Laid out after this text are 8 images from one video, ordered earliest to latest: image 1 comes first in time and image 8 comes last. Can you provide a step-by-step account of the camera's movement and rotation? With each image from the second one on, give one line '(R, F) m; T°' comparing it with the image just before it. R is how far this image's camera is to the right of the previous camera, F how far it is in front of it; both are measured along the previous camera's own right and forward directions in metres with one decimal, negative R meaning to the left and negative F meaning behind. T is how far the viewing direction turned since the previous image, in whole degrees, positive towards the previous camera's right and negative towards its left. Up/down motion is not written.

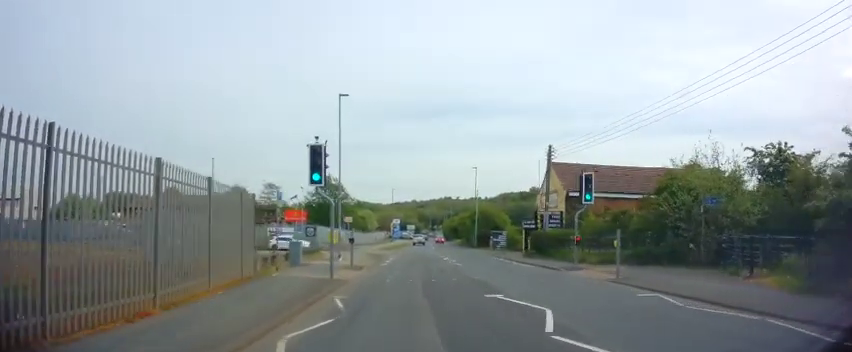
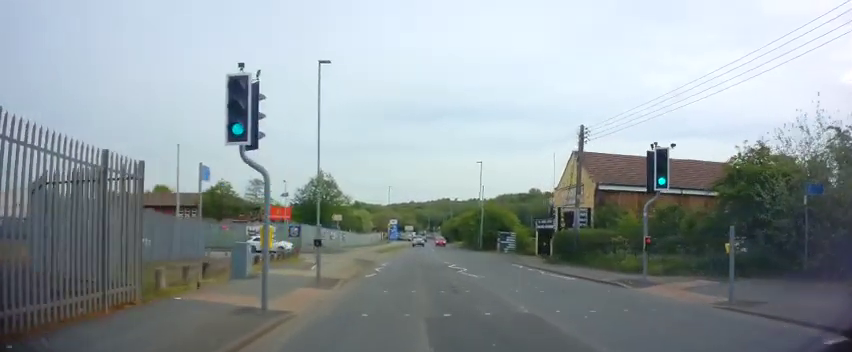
(-0.1, +6.2) m; 0°
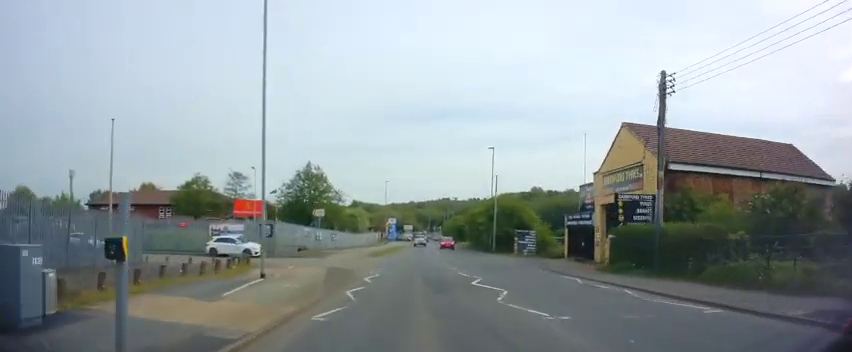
(0.0, +8.7) m; +1°
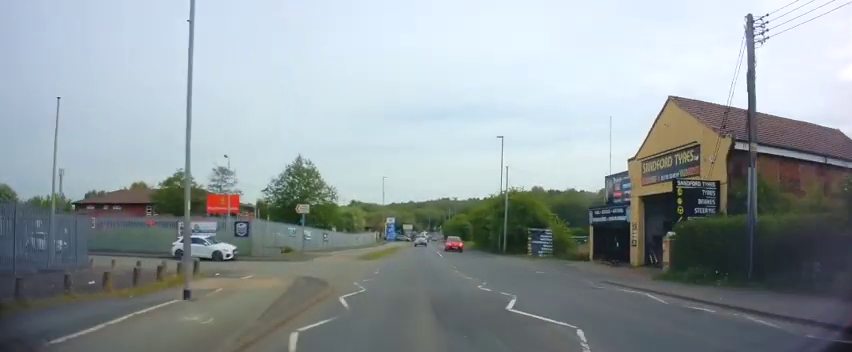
(+0.2, +5.2) m; 0°
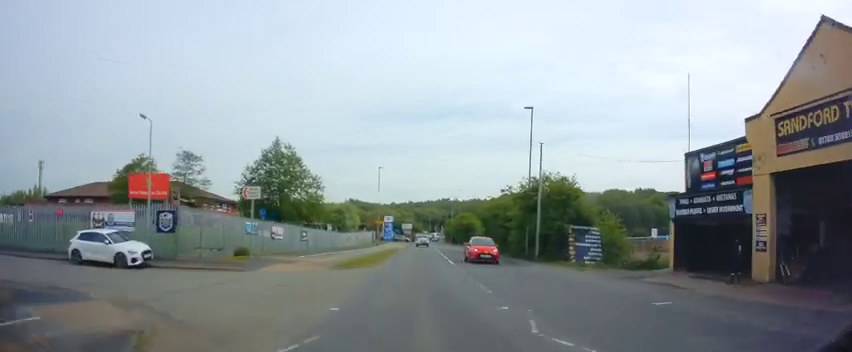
(-0.1, +10.1) m; 0°
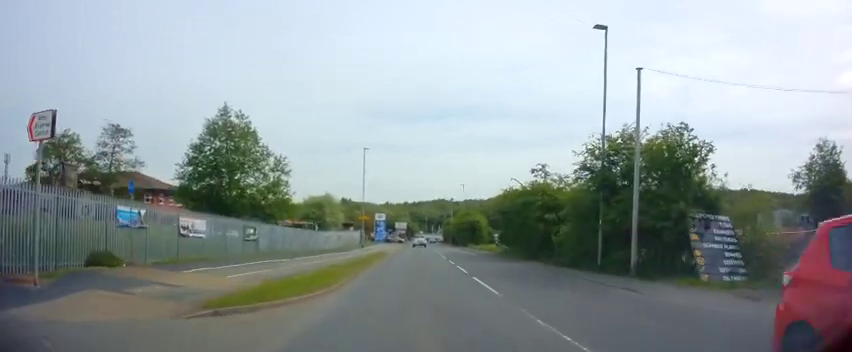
(+0.2, +13.2) m; +1°
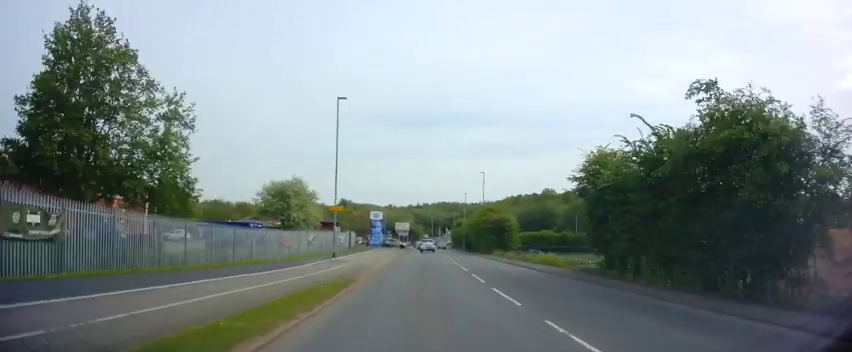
(-0.3, +19.6) m; -2°
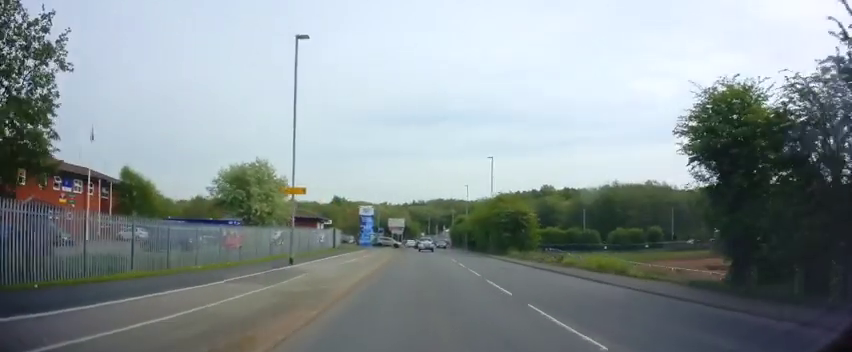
(-0.1, +9.9) m; +1°
